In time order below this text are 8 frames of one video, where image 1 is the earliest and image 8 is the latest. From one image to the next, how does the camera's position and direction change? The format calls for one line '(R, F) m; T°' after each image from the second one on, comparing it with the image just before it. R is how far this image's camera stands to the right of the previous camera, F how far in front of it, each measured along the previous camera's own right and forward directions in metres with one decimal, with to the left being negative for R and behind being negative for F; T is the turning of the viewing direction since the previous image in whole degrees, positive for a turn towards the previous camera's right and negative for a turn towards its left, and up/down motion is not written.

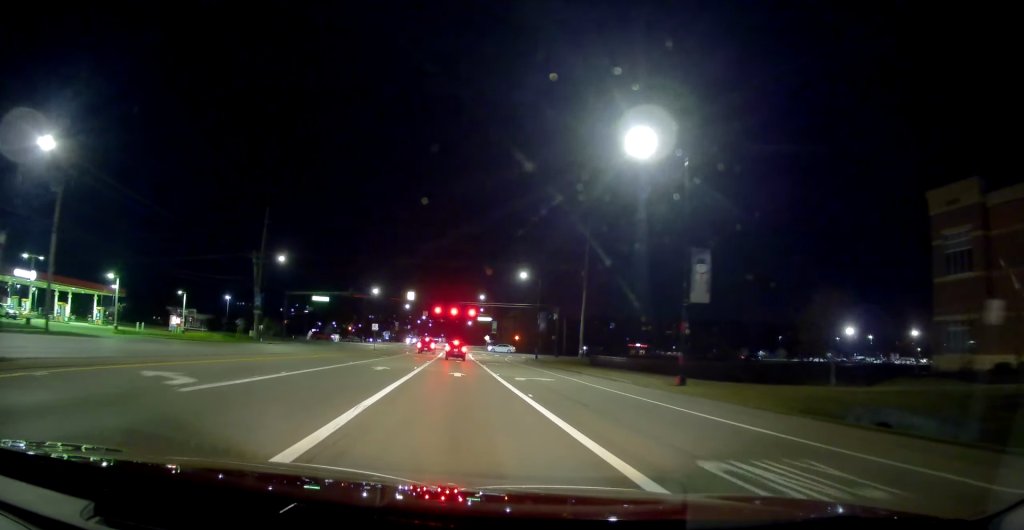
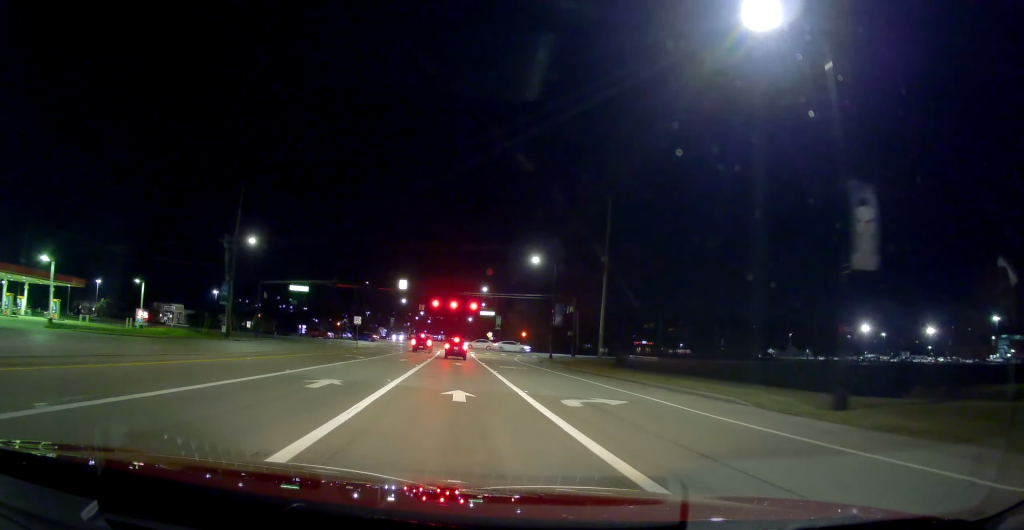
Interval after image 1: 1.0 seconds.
(+0.4, +11.4) m; 0°
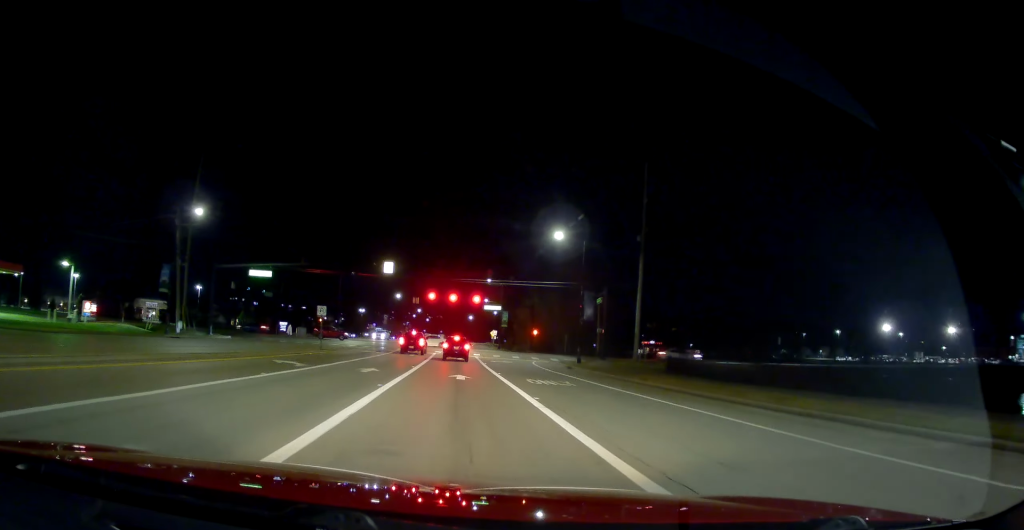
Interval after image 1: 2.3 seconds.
(-0.5, +14.6) m; -2°
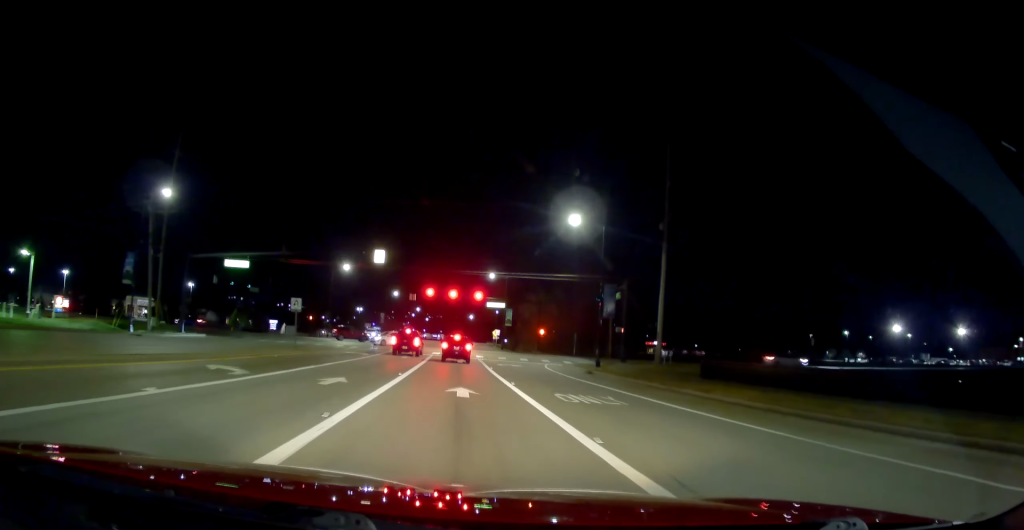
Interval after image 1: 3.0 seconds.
(0.0, +6.9) m; 0°
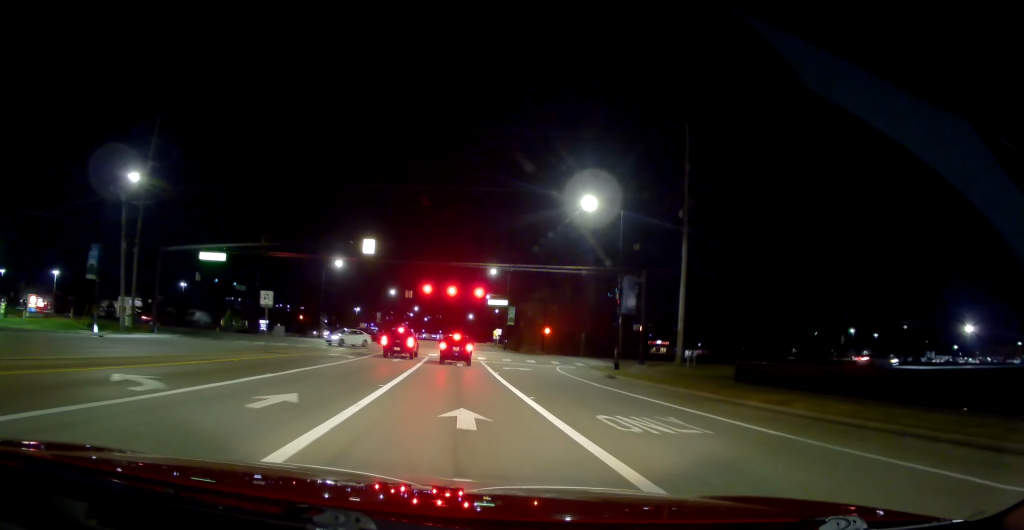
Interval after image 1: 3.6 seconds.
(0.0, +5.5) m; 0°
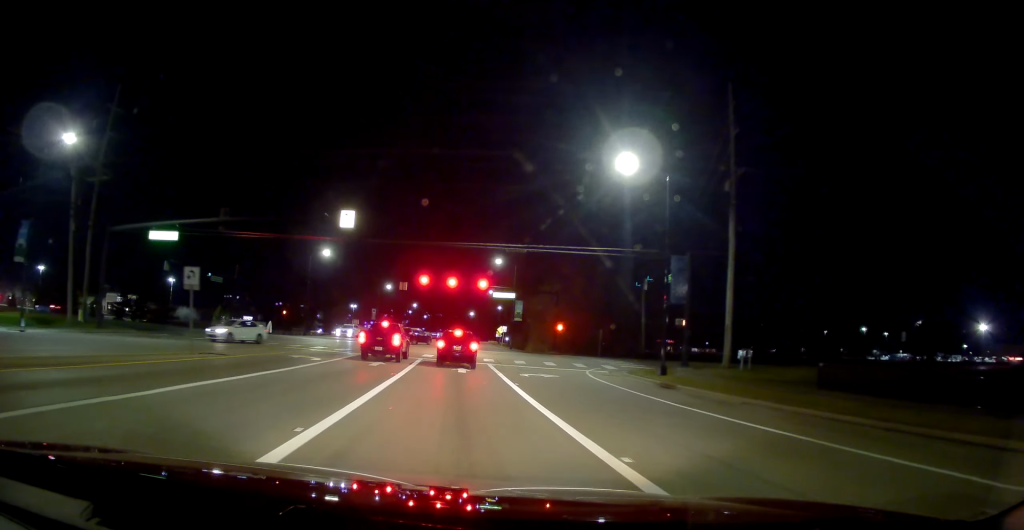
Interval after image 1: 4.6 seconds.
(0.0, +8.7) m; 0°
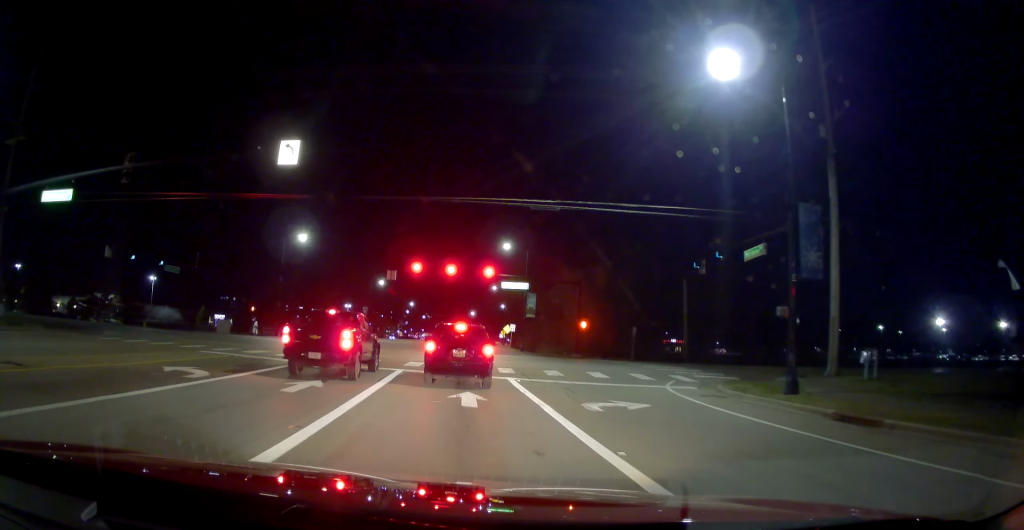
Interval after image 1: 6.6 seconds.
(0.0, +12.4) m; 0°
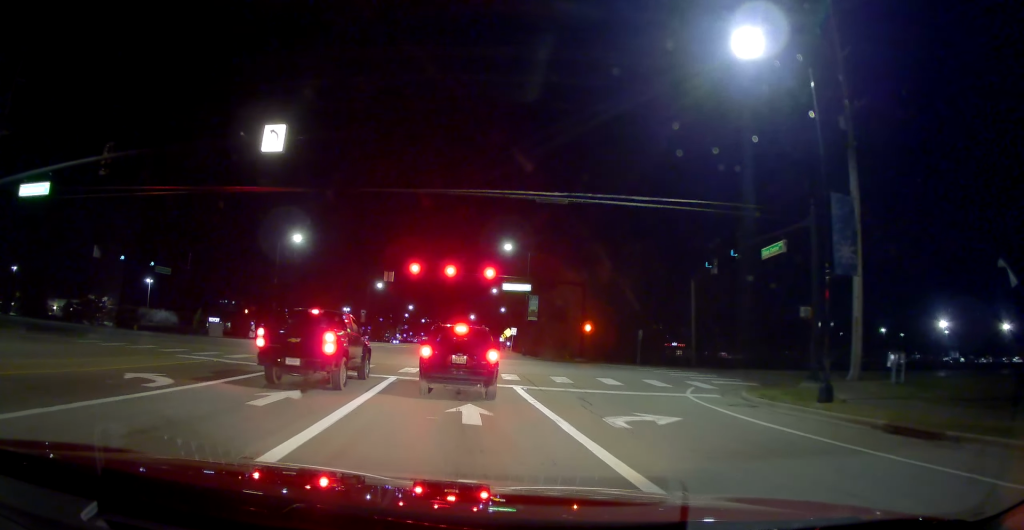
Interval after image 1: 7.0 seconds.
(0.0, +2.2) m; 0°
